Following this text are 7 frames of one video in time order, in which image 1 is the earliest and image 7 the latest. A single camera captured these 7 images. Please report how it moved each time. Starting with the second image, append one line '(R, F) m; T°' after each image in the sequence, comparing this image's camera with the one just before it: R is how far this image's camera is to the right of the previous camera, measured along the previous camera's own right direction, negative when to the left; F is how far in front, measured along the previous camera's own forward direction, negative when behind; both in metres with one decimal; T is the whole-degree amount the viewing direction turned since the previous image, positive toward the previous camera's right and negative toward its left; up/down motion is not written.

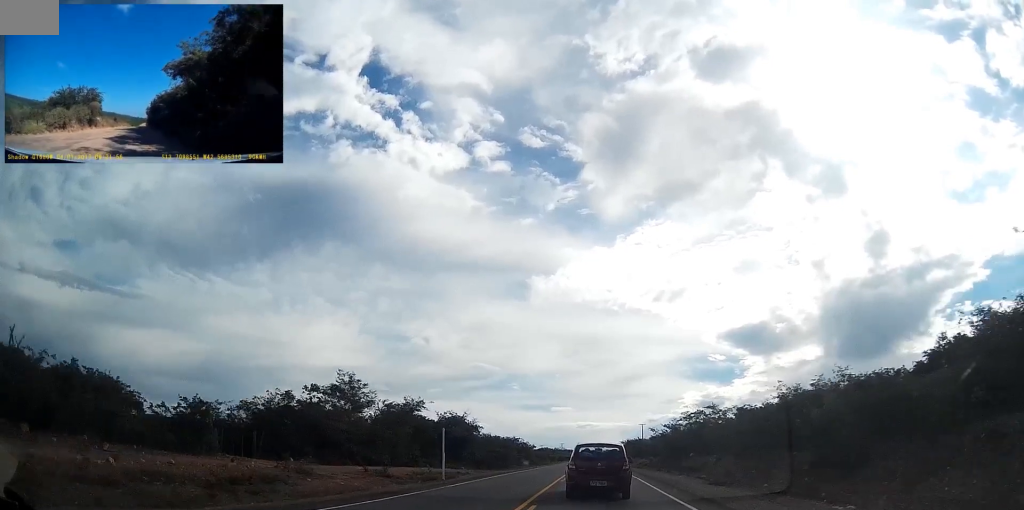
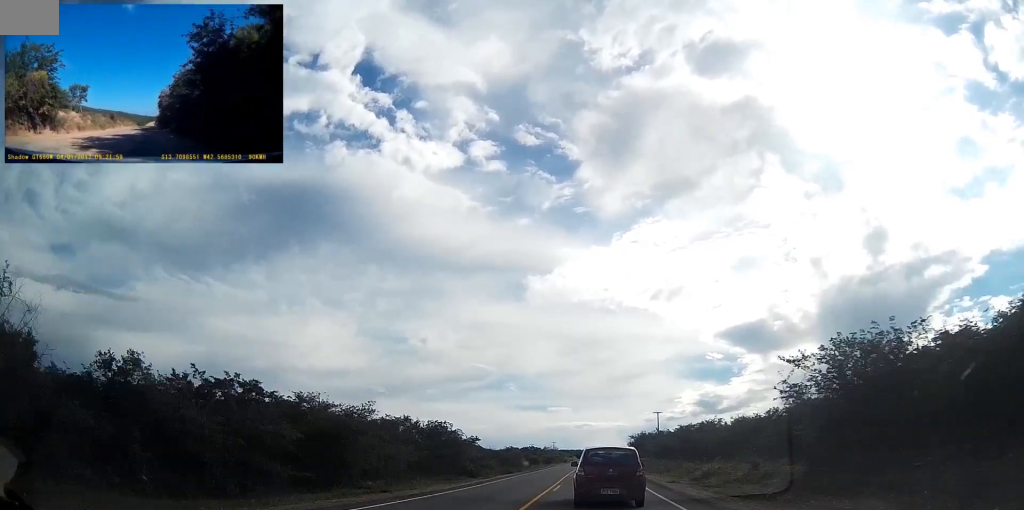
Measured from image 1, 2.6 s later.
(-0.7, +51.1) m; -1°
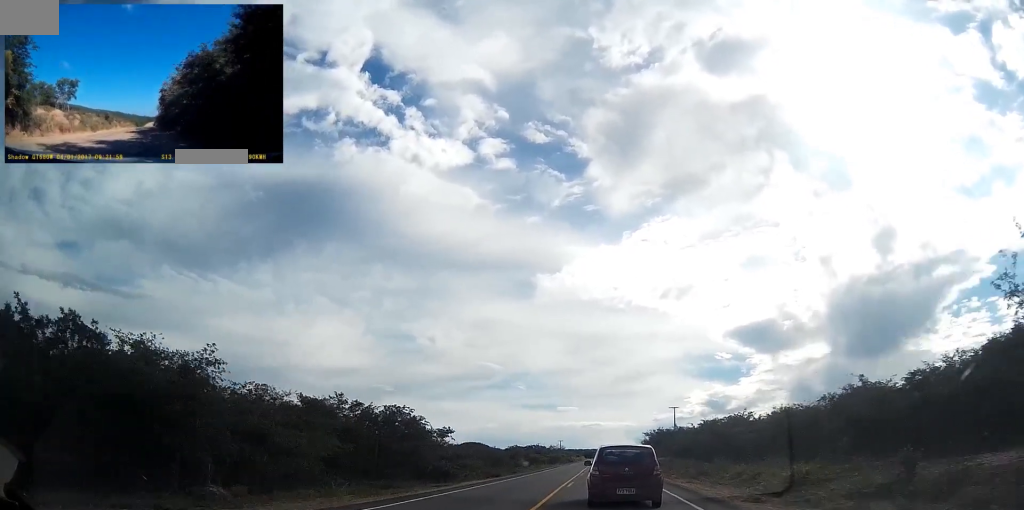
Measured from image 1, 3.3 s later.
(+0.1, +14.1) m; 0°
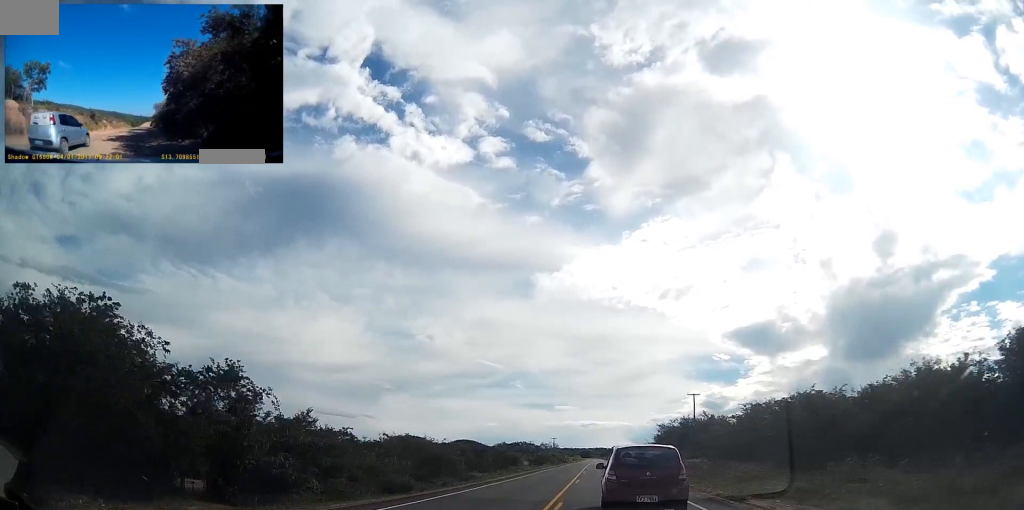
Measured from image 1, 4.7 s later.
(+0.1, +26.8) m; 0°
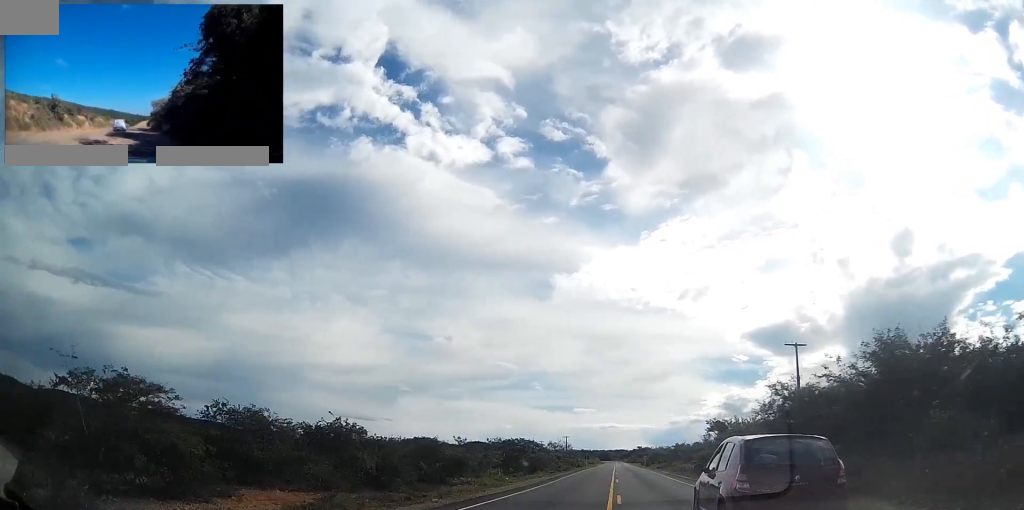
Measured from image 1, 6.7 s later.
(-0.5, +41.5) m; -1°
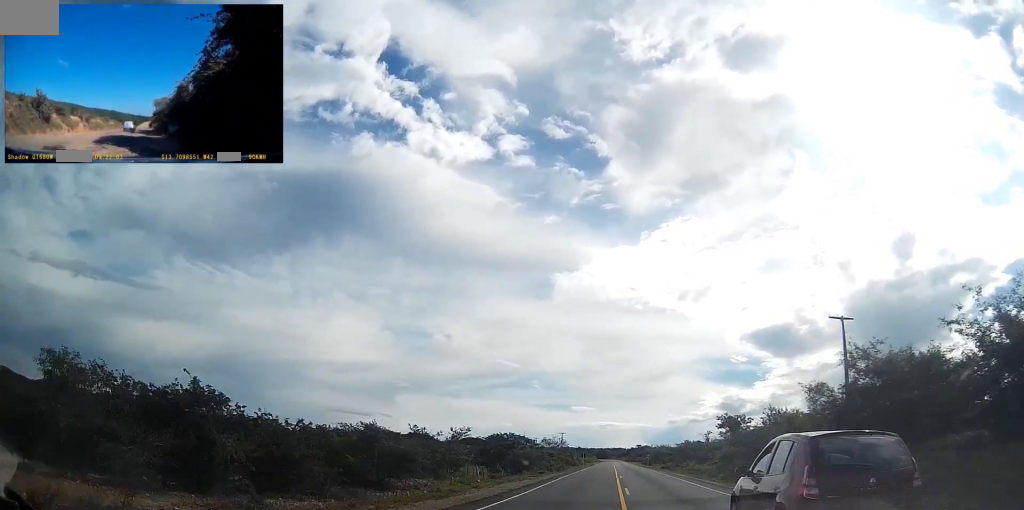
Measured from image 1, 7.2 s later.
(0.0, +10.9) m; 0°
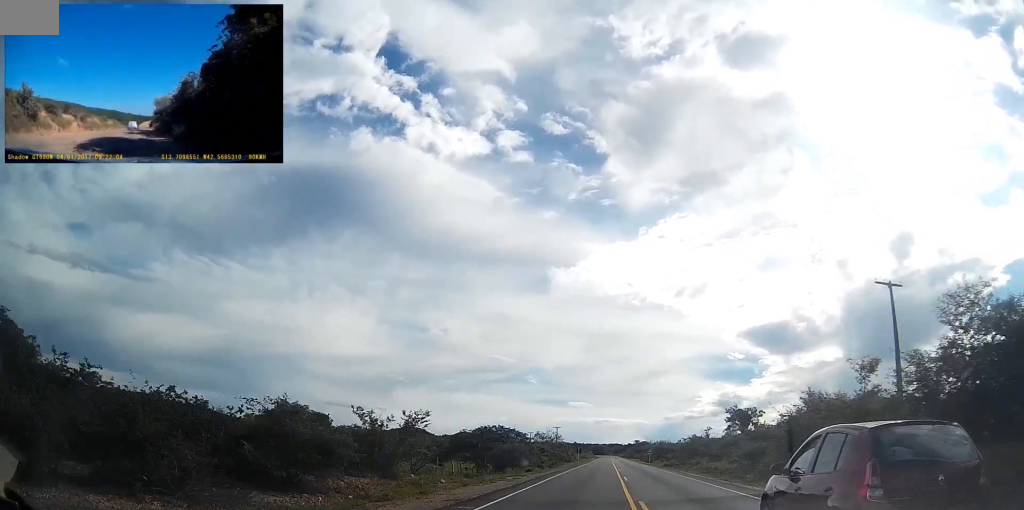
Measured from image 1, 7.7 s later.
(0.0, +9.4) m; 0°
